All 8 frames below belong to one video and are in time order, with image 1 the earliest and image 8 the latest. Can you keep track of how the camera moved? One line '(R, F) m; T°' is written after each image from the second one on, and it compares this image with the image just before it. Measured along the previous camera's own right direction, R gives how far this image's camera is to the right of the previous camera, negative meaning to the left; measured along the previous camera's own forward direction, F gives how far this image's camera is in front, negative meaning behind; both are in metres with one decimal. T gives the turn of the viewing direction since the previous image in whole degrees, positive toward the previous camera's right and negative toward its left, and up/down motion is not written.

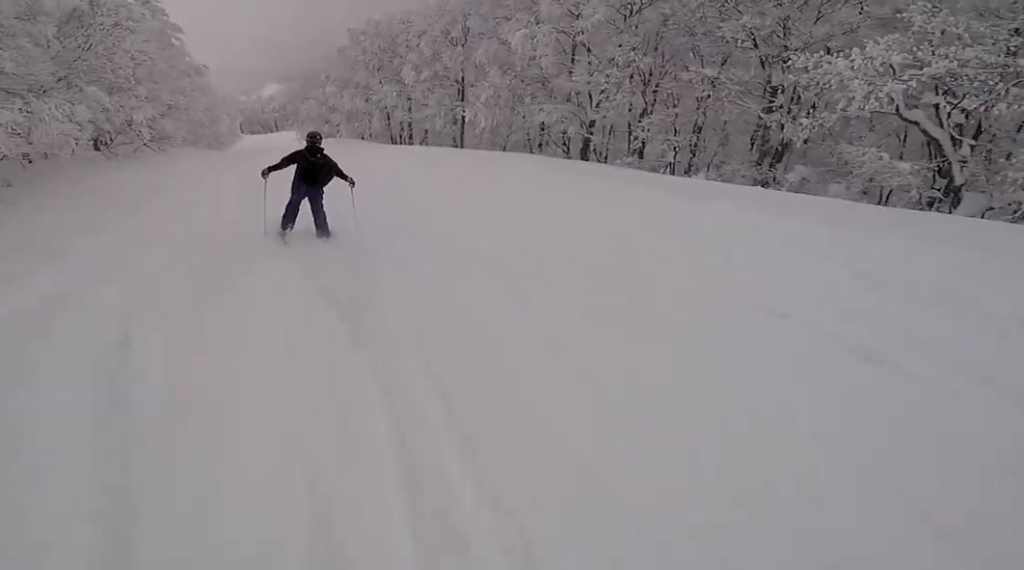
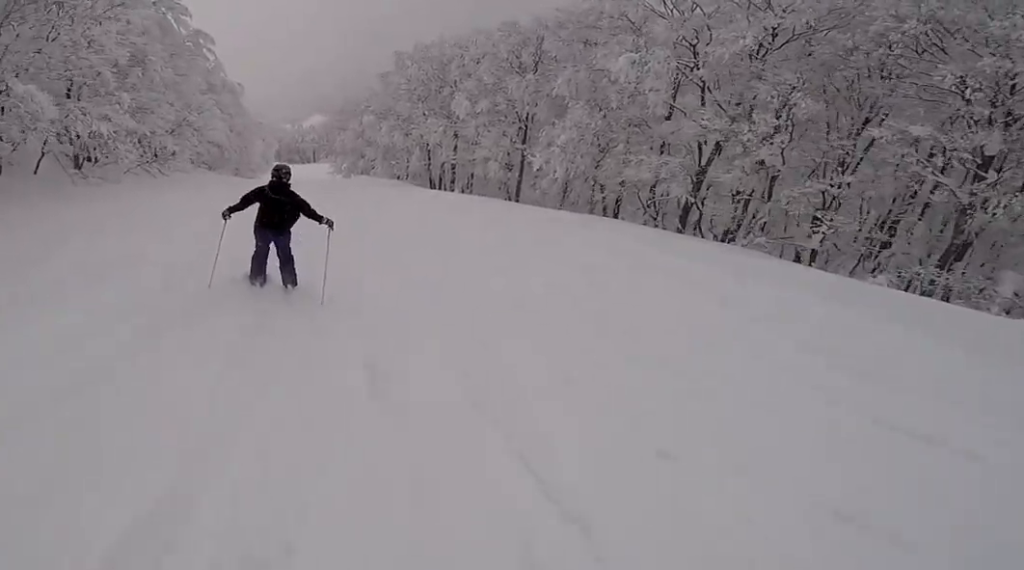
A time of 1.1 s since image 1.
(+0.3, +5.7) m; -4°
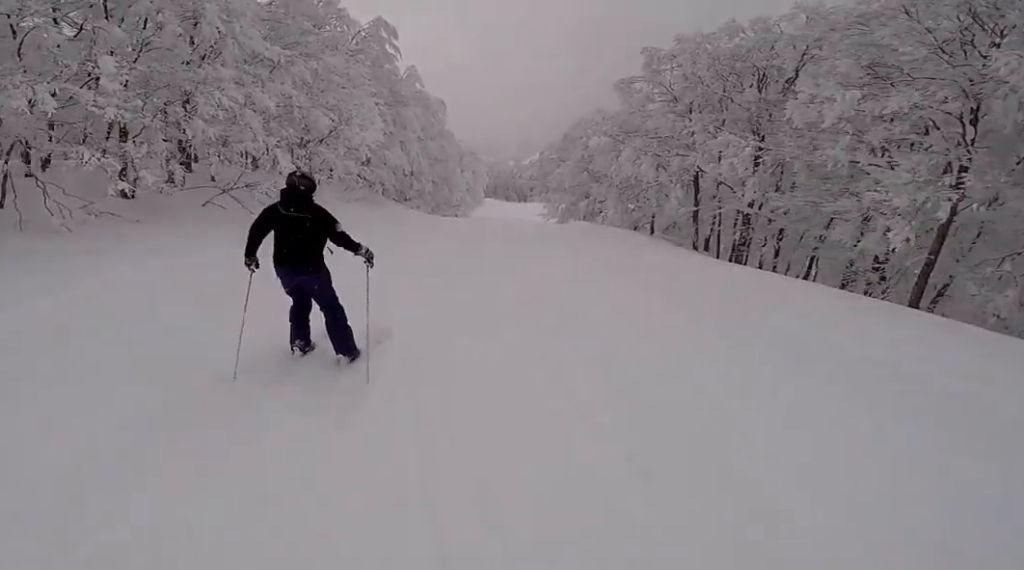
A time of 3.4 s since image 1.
(-2.3, +10.6) m; -19°
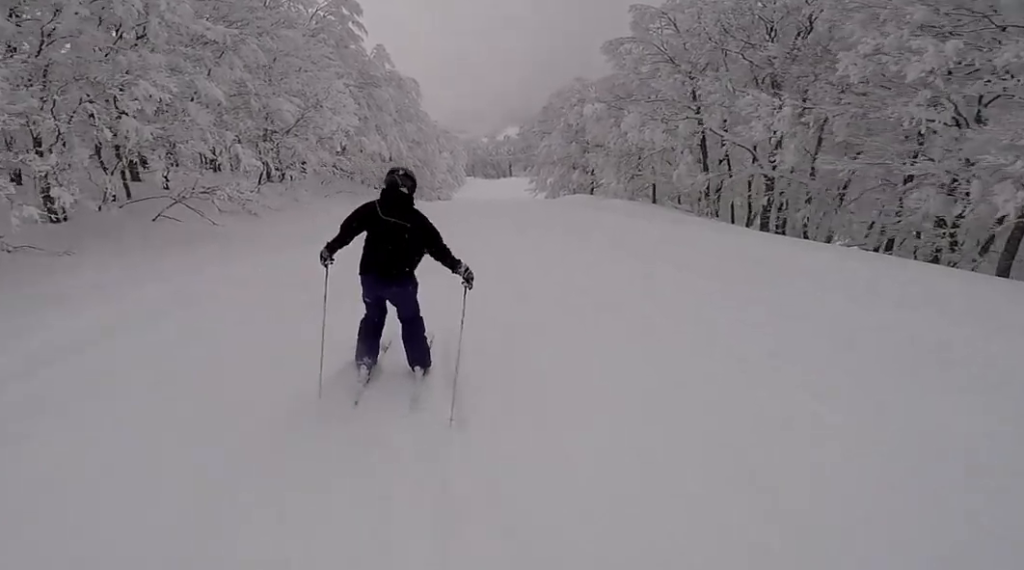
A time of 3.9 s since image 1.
(-0.4, +2.2) m; +3°
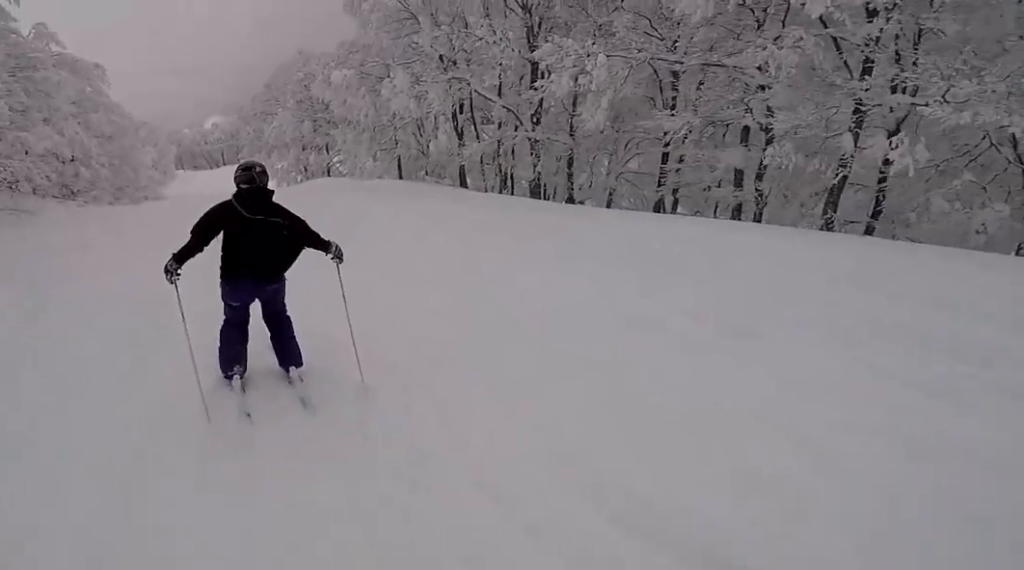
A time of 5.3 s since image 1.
(+2.1, +5.2) m; +28°
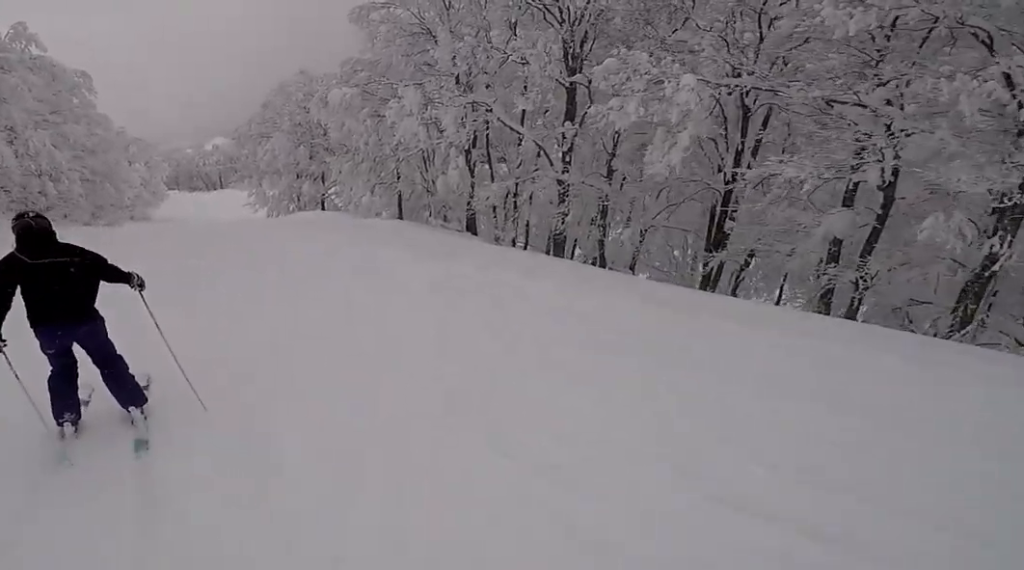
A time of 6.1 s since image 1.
(+0.3, +3.2) m; -4°
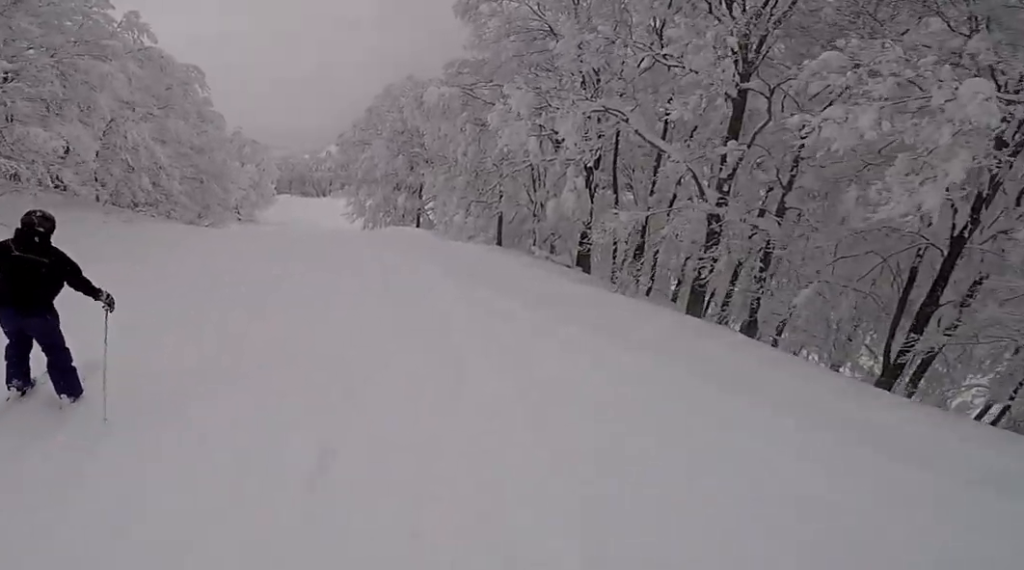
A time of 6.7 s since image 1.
(0.0, +2.6) m; -17°
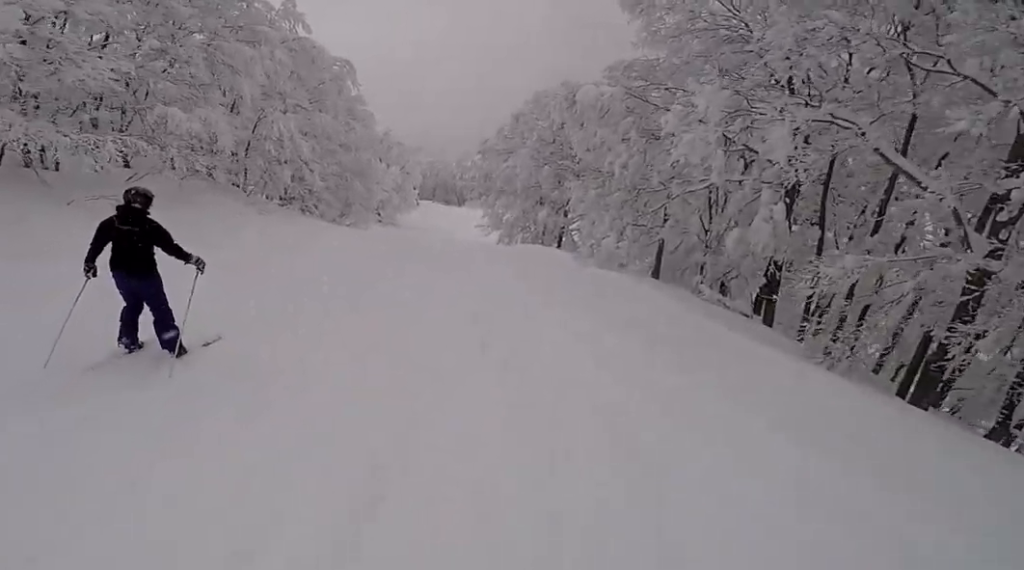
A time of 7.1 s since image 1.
(-0.4, +1.5) m; -11°
